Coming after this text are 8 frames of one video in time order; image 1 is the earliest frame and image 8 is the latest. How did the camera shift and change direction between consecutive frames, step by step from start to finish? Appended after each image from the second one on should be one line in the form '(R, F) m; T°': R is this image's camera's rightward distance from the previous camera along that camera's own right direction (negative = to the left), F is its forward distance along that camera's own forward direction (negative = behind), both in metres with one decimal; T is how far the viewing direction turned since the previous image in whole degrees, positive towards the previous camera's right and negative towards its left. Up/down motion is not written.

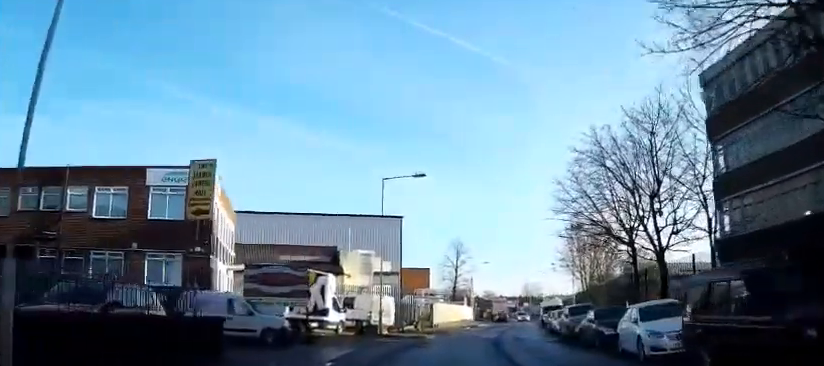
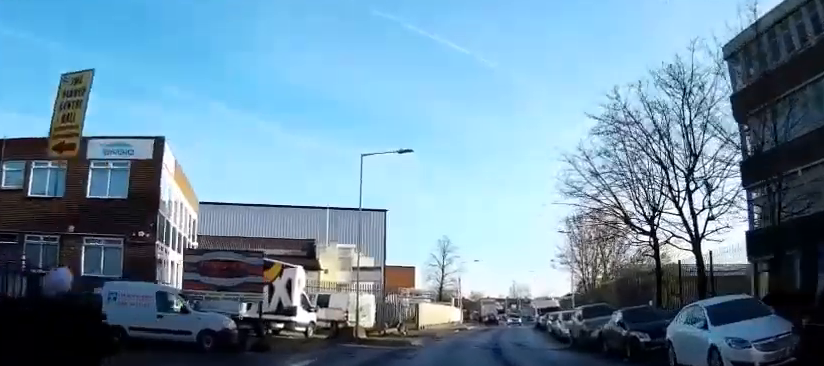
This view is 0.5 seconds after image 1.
(+0.1, +5.1) m; +3°
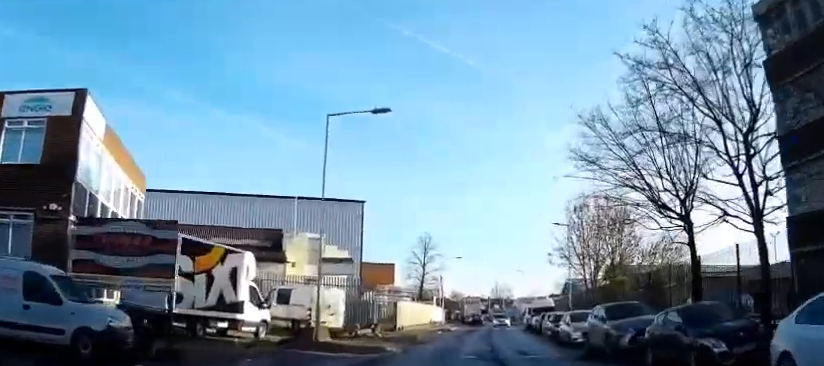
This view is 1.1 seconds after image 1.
(+0.1, +5.6) m; +2°
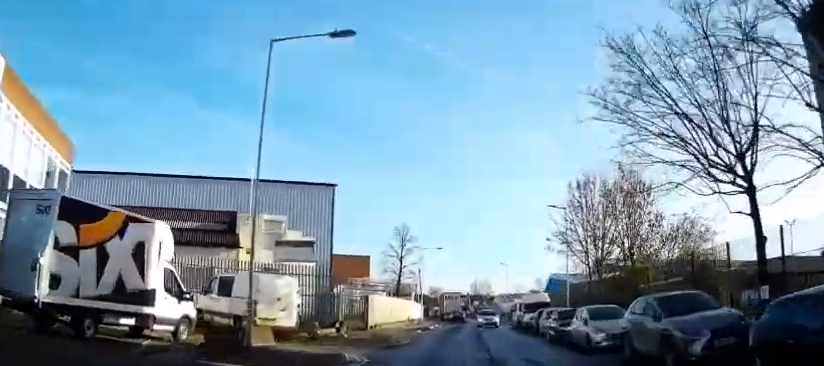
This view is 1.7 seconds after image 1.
(+0.2, +6.2) m; +2°
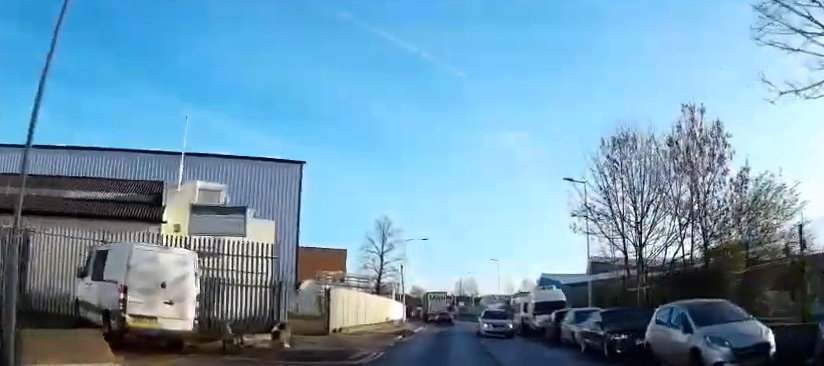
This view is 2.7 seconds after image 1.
(0.0, +9.2) m; 0°
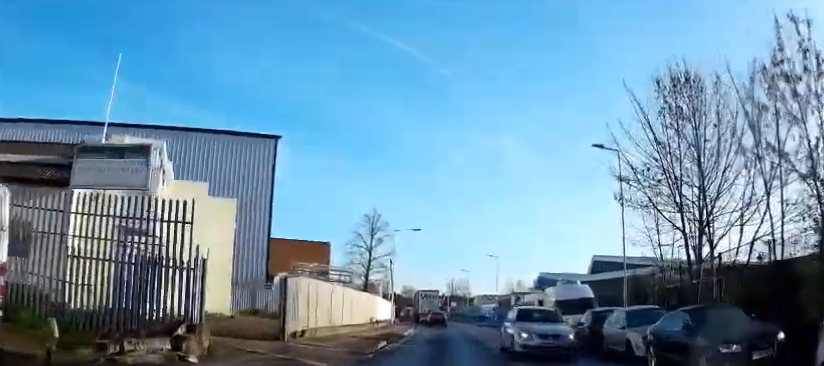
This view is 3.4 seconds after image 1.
(0.0, +7.0) m; 0°
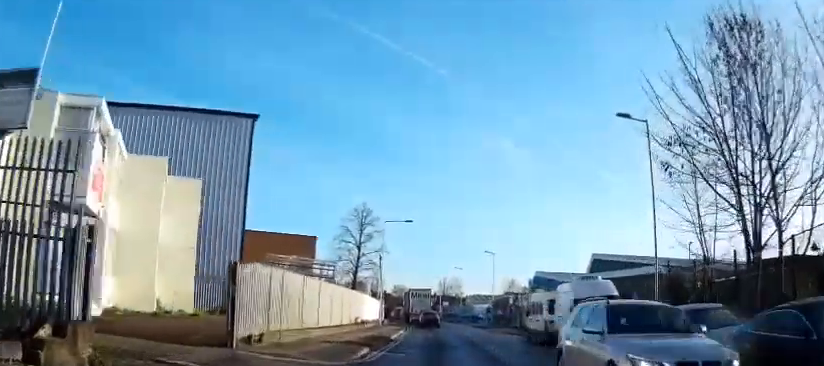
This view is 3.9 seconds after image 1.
(0.0, +4.5) m; 0°
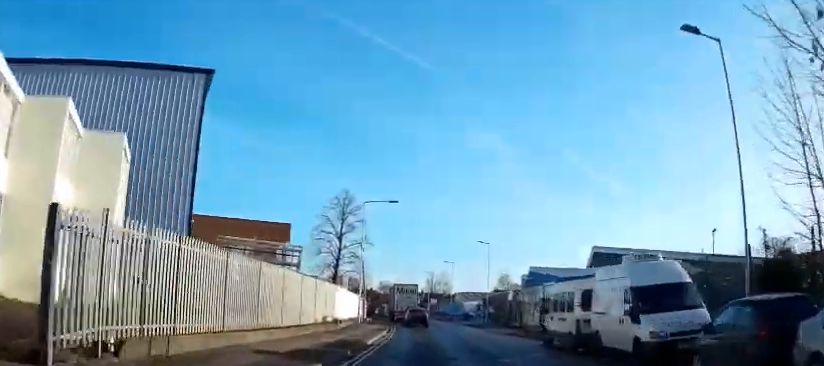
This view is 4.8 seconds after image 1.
(0.0, +7.3) m; -2°
